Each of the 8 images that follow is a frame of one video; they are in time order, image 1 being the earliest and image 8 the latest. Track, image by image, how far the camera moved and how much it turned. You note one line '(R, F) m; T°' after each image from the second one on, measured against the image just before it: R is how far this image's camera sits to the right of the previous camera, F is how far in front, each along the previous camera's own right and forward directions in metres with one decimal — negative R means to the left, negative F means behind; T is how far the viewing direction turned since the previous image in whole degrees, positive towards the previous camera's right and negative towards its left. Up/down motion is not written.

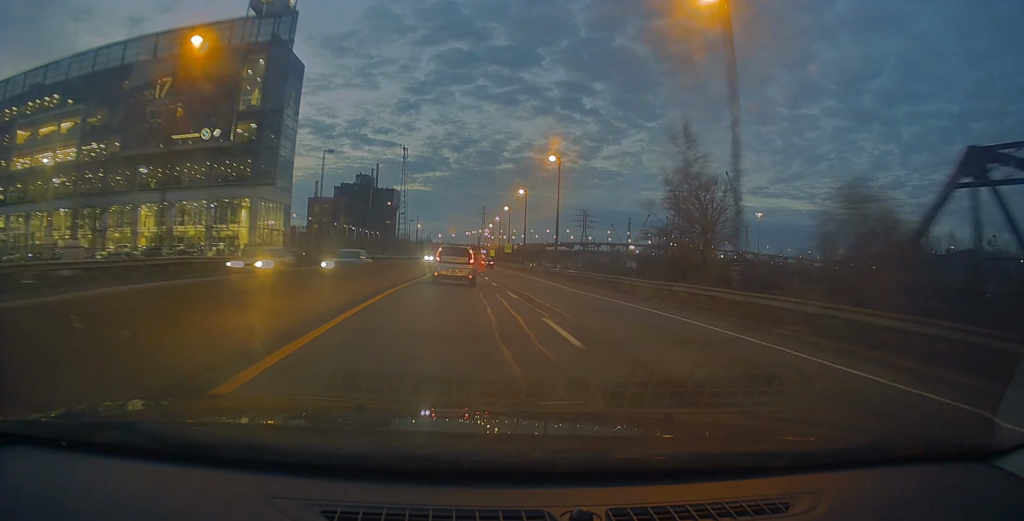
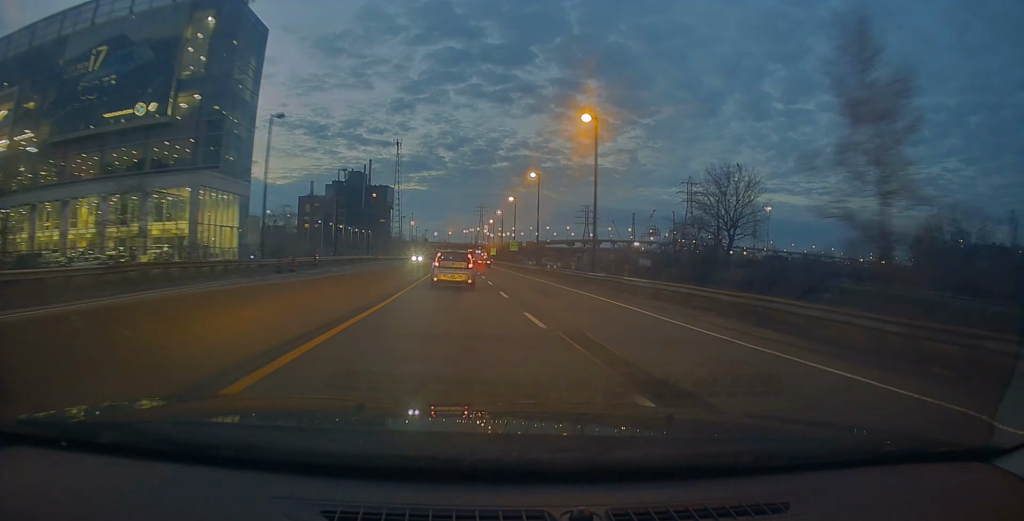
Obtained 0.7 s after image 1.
(+0.5, +15.5) m; 0°
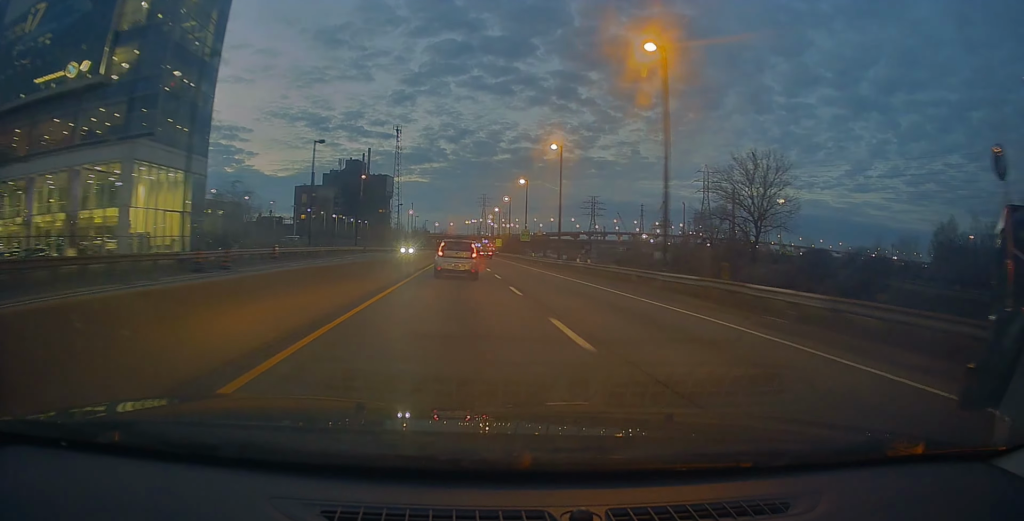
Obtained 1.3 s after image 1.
(0.0, +12.5) m; 0°
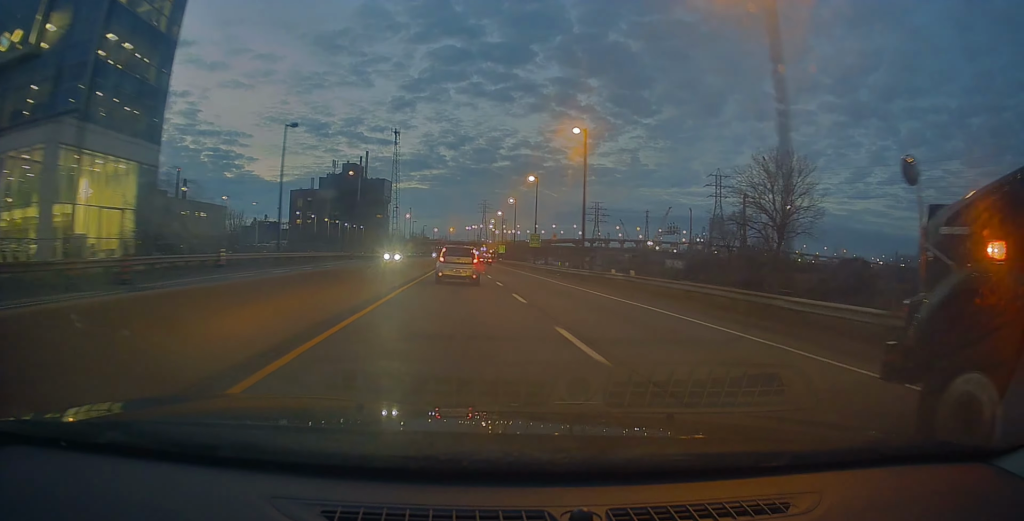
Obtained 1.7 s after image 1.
(-0.3, +9.5) m; 0°
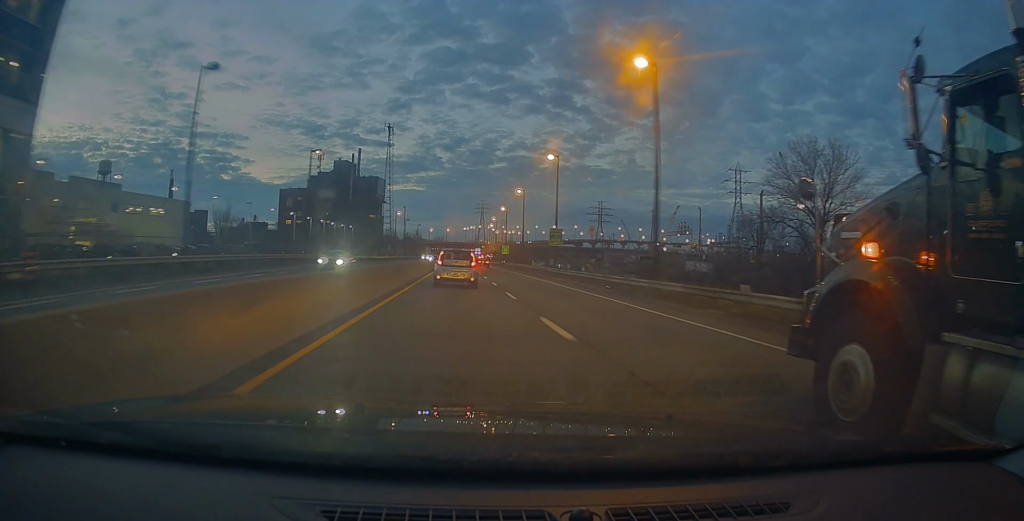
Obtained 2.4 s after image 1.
(+0.1, +15.5) m; 0°
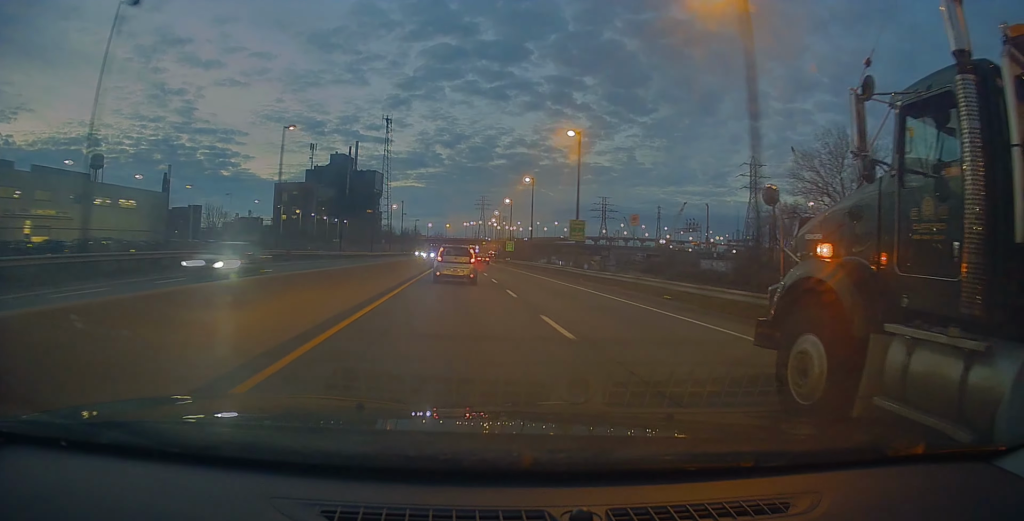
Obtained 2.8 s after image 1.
(+0.2, +8.9) m; 0°
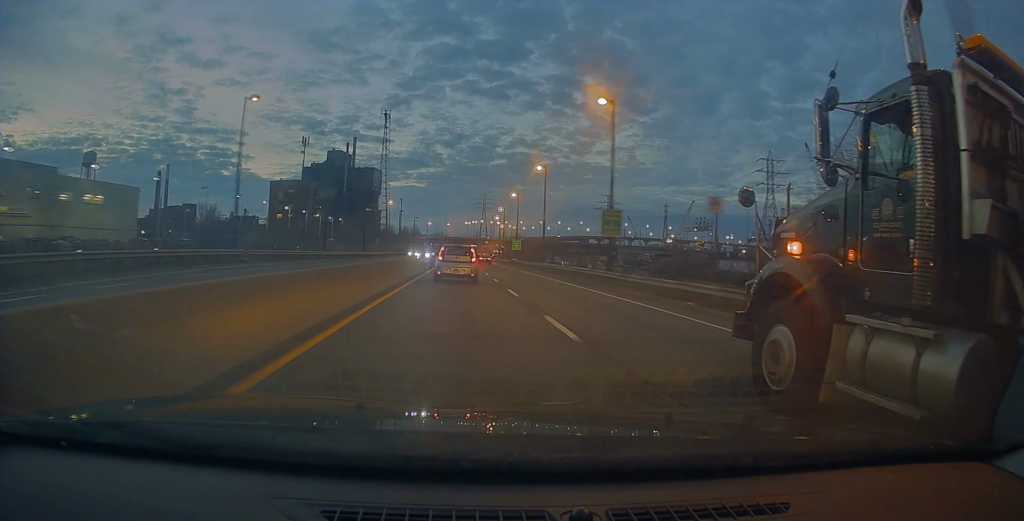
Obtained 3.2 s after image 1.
(0.0, +9.1) m; 0°
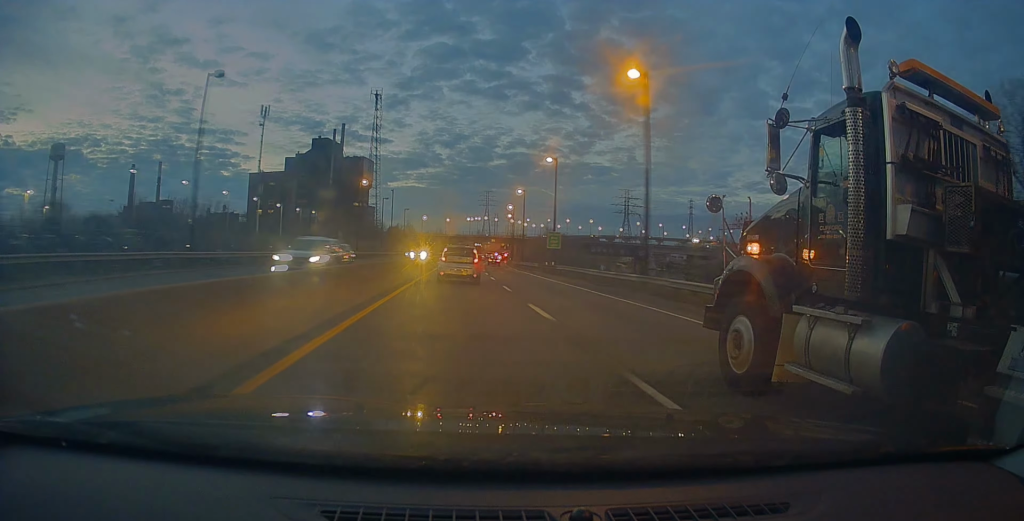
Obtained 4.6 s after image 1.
(0.0, +32.4) m; +1°
